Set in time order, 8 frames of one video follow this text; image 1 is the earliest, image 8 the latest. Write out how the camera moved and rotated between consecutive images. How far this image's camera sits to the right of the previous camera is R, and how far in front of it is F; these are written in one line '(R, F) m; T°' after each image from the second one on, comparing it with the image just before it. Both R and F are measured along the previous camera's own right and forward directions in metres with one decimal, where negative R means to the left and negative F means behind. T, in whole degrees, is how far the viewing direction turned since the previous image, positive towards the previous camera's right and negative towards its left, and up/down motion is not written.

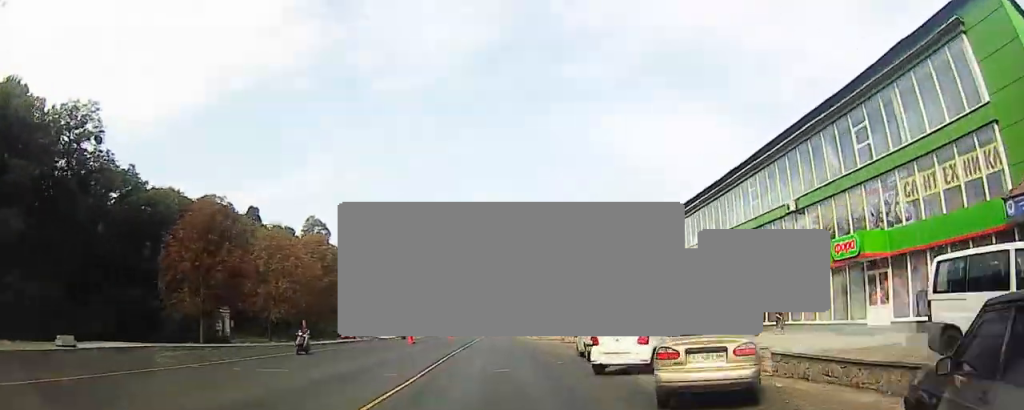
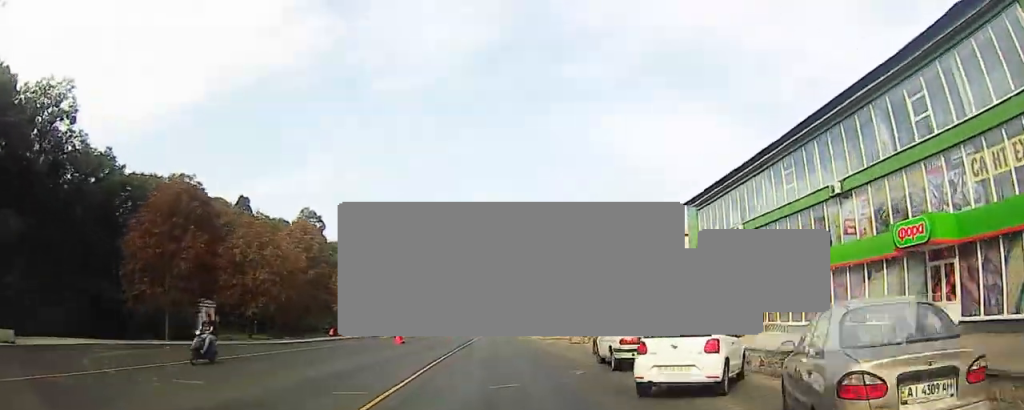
(0.0, +5.0) m; +1°
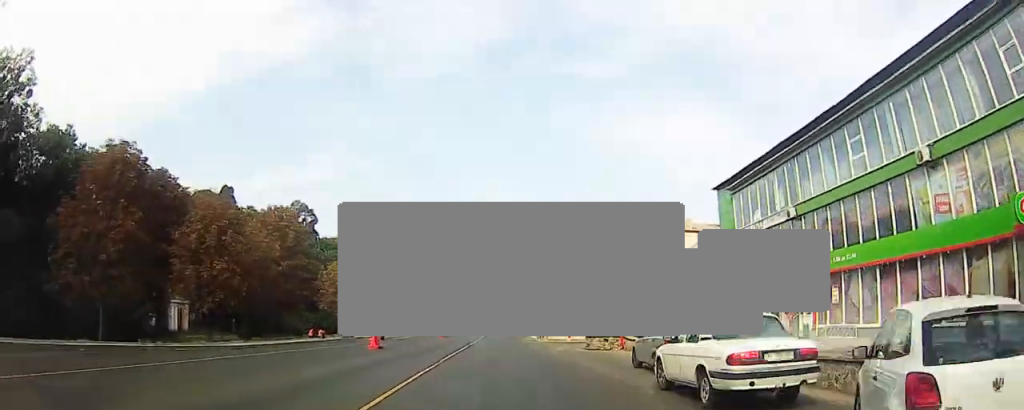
(+0.2, +8.2) m; +1°
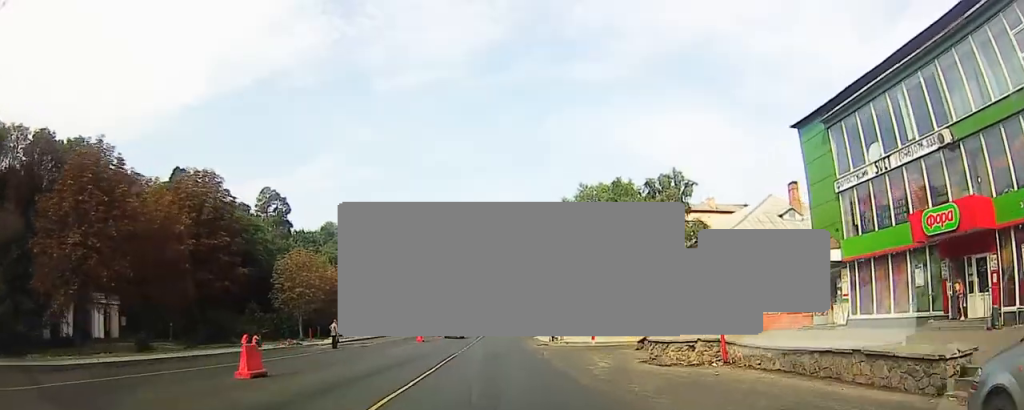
(0.0, +16.6) m; -1°
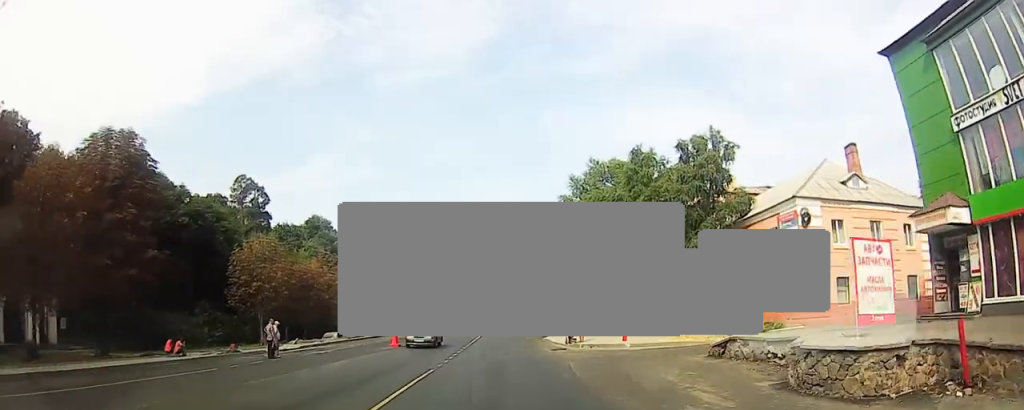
(0.0, +10.2) m; 0°
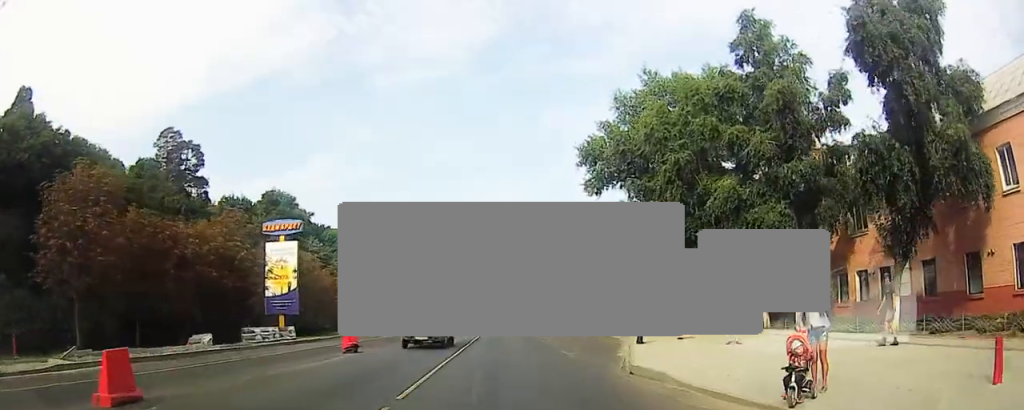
(-0.6, +22.3) m; -2°
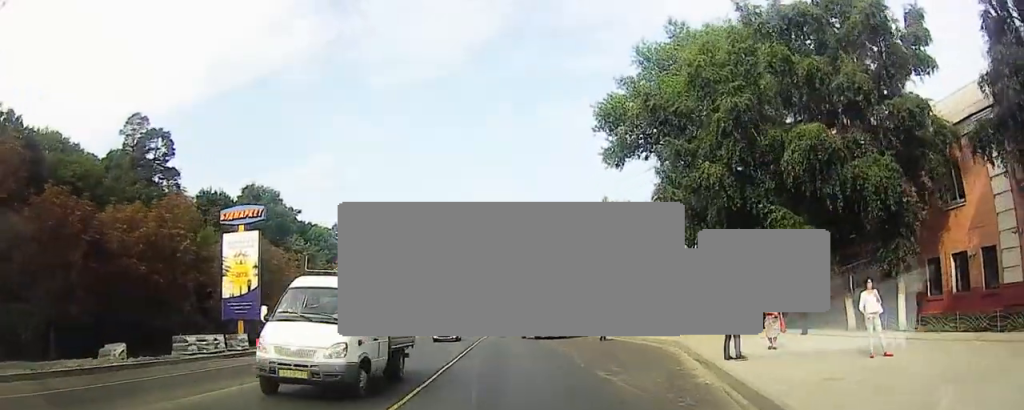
(0.0, +7.0) m; +1°
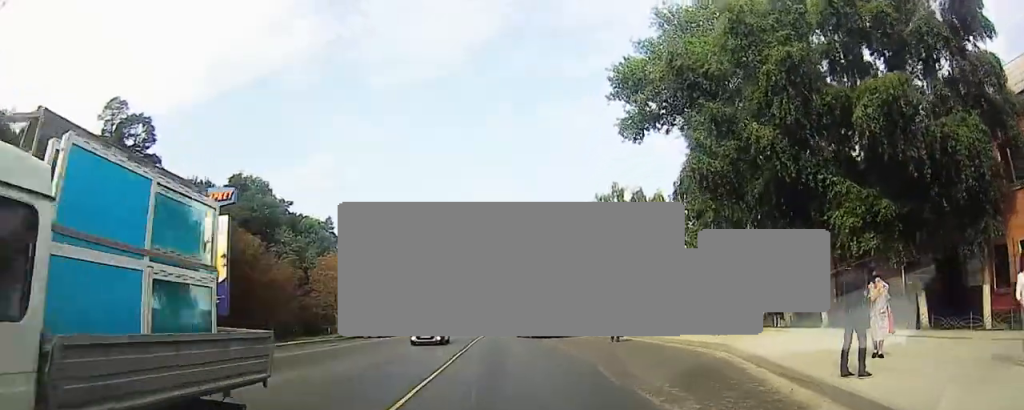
(0.0, +4.3) m; +1°
